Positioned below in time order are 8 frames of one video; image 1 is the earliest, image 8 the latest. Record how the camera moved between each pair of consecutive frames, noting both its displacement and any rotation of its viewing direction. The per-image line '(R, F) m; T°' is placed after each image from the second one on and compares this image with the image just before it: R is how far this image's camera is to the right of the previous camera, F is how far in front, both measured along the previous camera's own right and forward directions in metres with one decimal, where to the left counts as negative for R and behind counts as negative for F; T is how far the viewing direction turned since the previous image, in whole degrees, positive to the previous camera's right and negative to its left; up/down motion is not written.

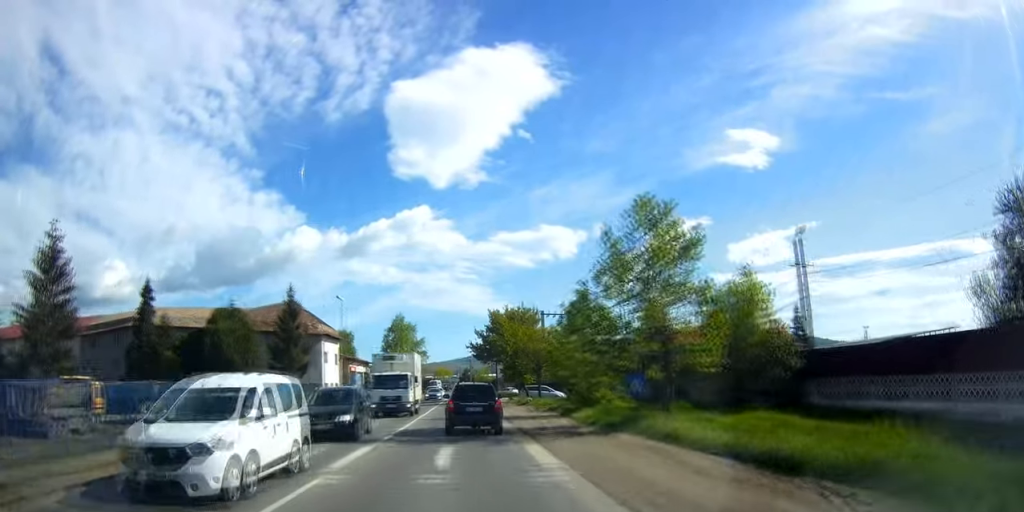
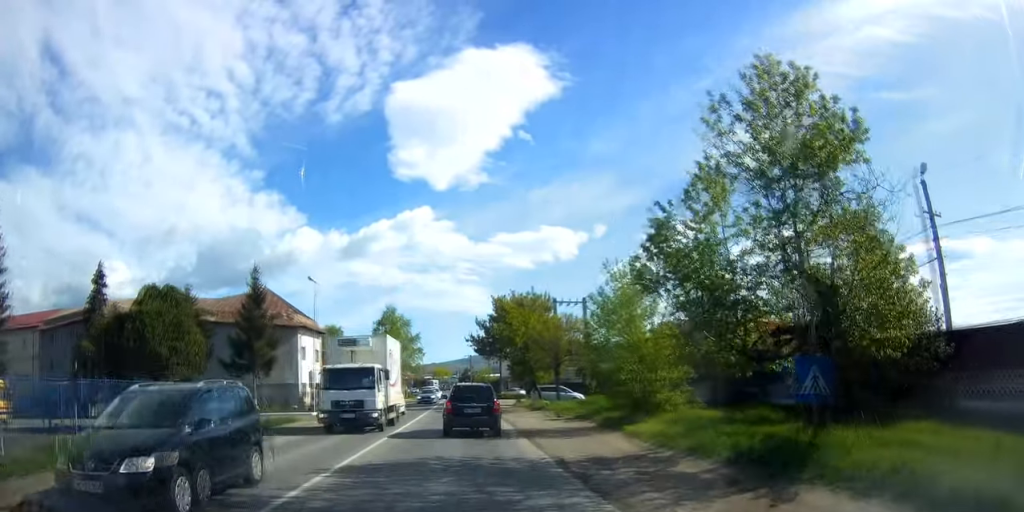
(+0.1, +10.5) m; 0°
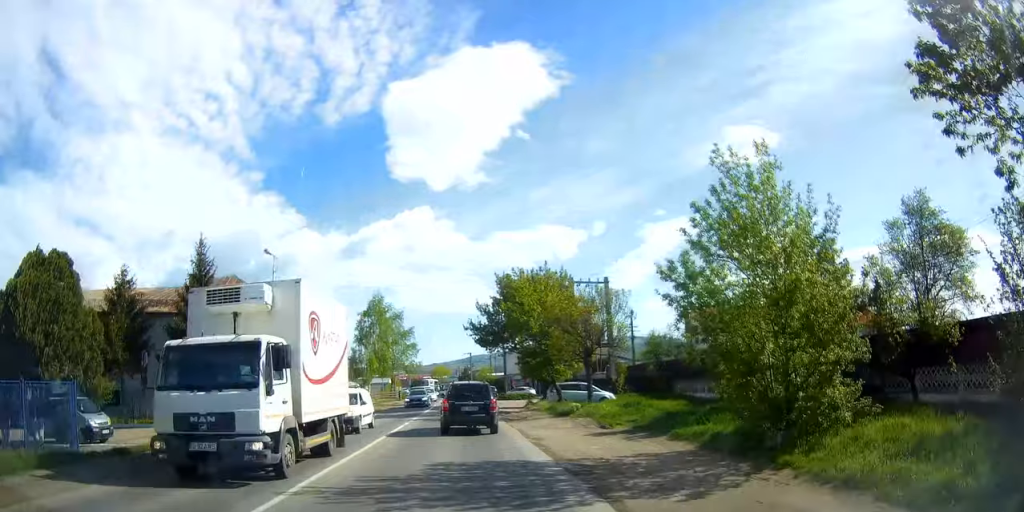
(-0.1, +10.9) m; 0°
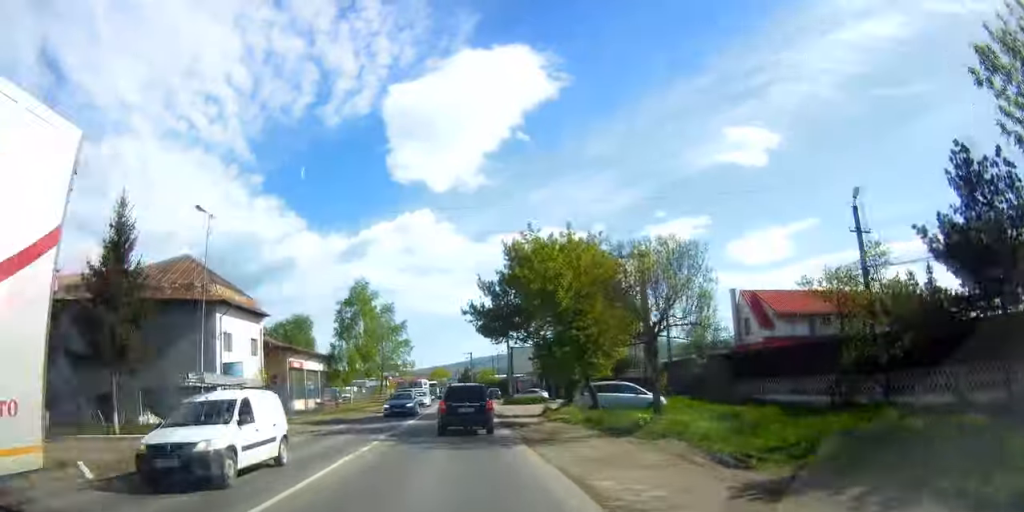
(-0.1, +10.8) m; 0°
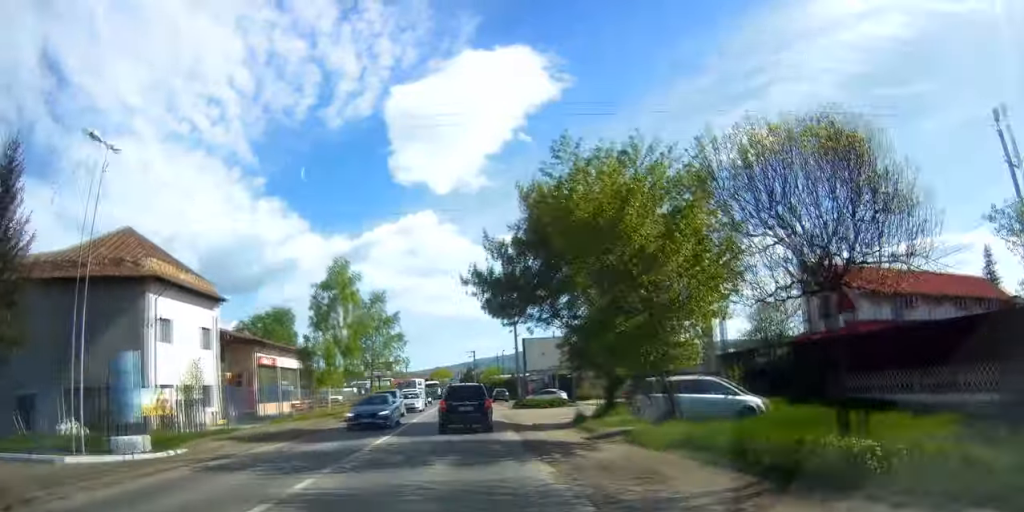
(+0.2, +10.1) m; 0°
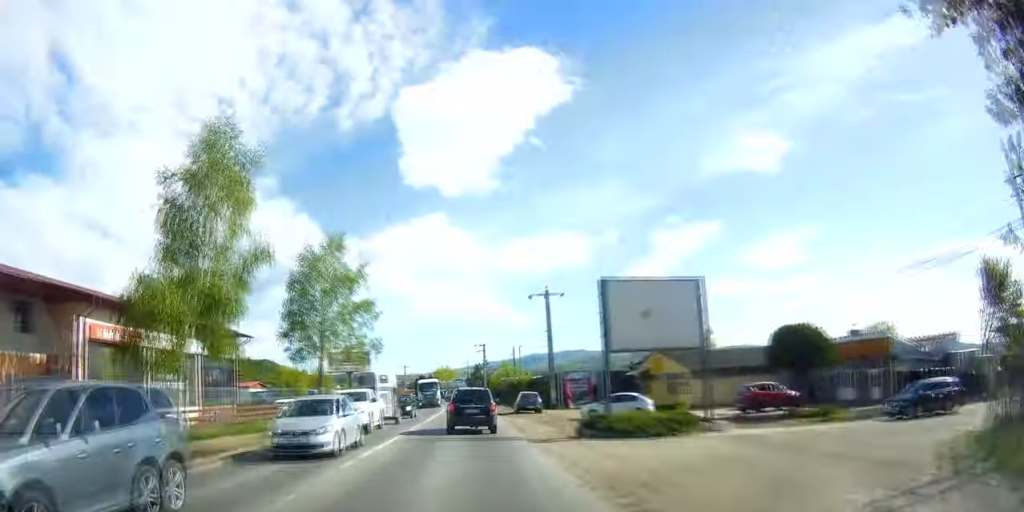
(0.0, +24.3) m; 0°
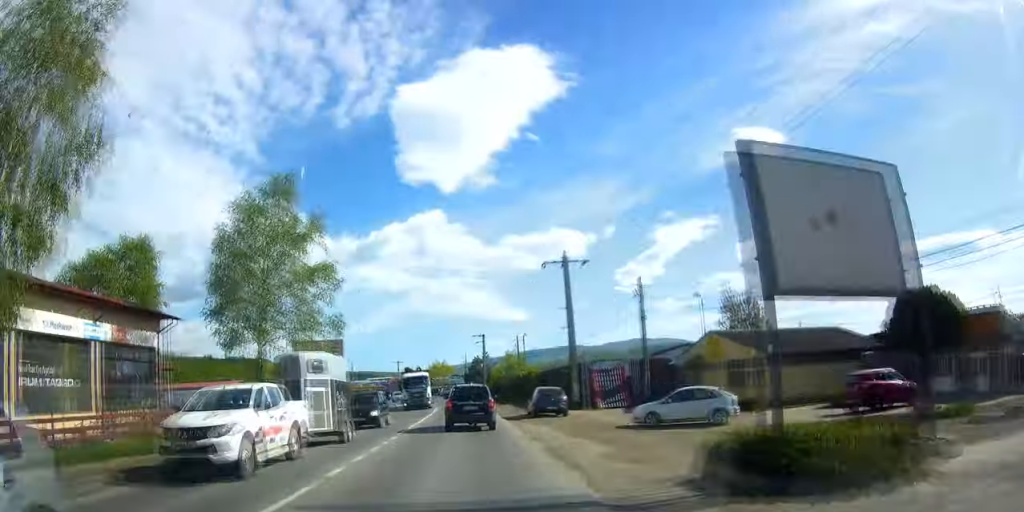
(-0.2, +10.5) m; -1°
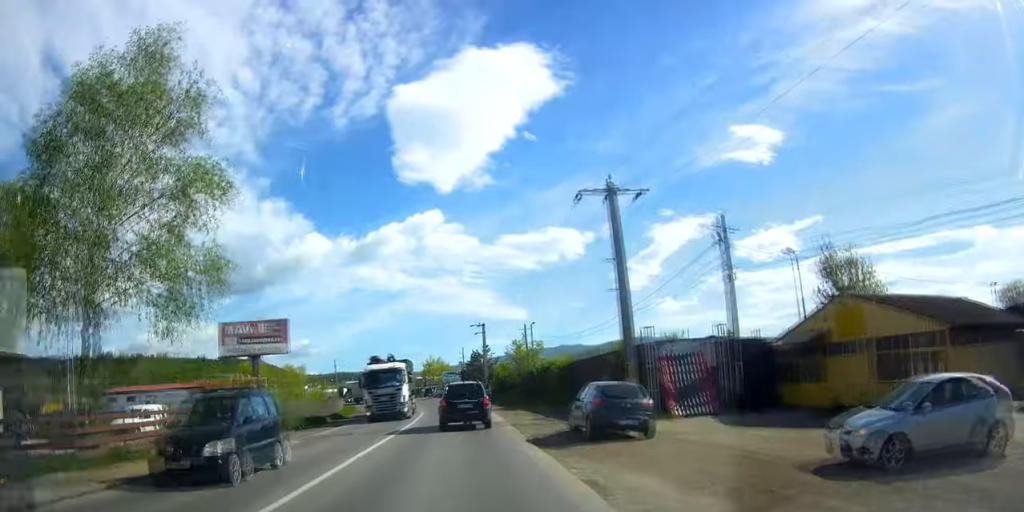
(-0.1, +16.3) m; 0°
